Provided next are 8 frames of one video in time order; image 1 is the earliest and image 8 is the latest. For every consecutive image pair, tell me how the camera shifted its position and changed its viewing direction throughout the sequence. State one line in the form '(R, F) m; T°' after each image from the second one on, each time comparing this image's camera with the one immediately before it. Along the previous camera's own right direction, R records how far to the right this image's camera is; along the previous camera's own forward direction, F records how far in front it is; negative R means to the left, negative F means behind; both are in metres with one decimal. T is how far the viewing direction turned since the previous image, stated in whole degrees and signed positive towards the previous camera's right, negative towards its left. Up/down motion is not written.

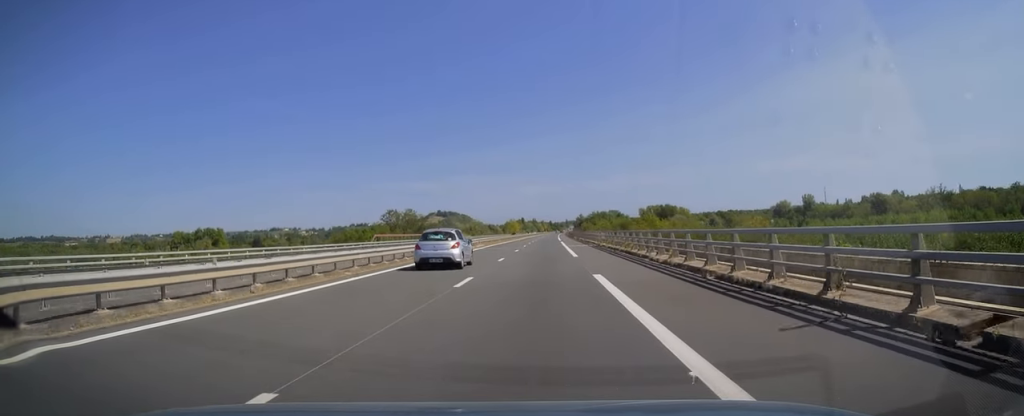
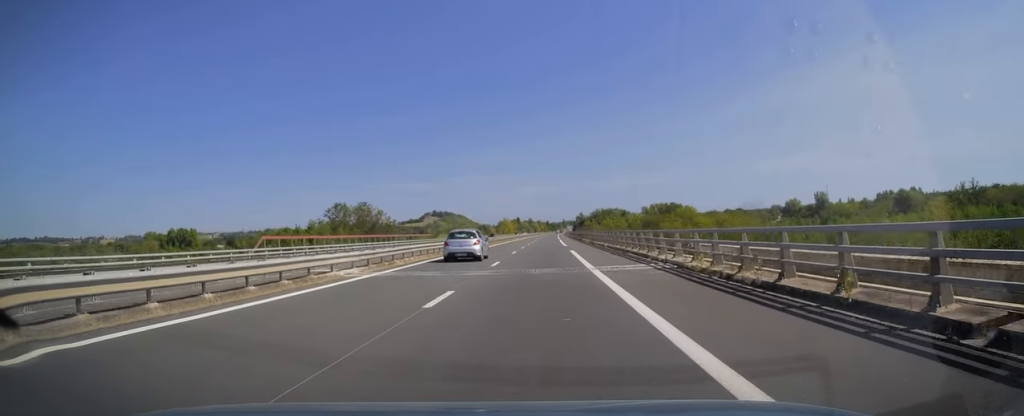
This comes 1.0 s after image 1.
(0.0, +30.5) m; 0°
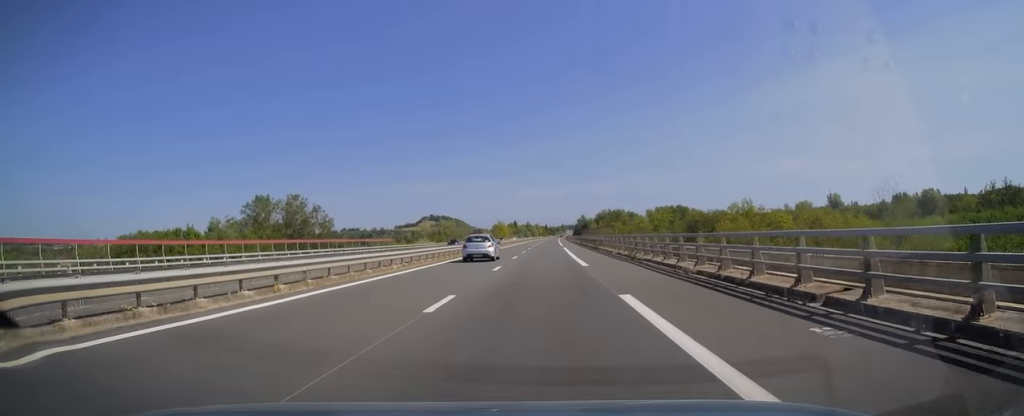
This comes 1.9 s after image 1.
(0.0, +26.6) m; 0°
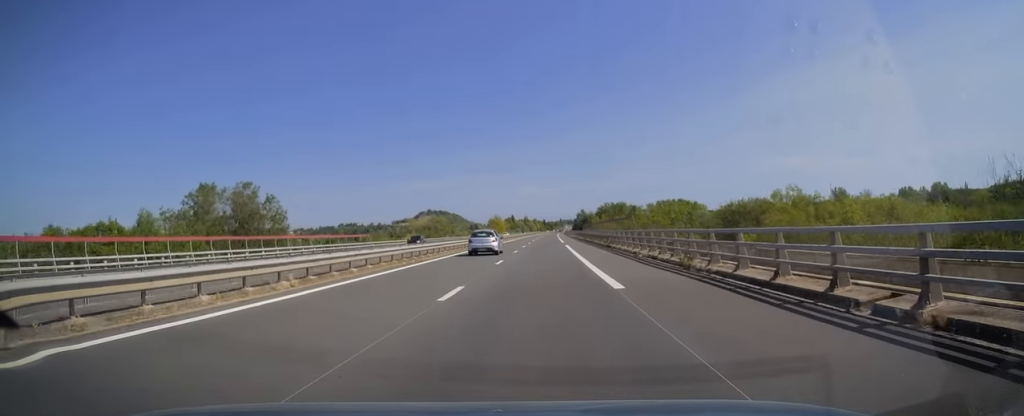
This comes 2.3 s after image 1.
(0.0, +11.8) m; 0°
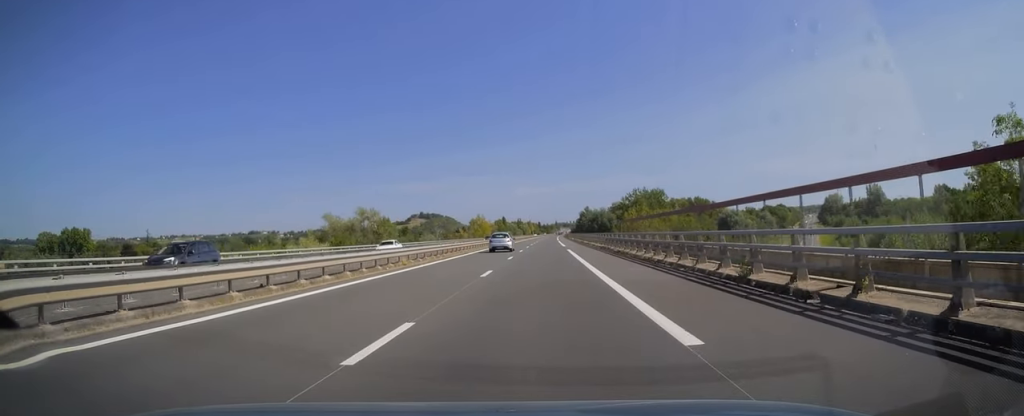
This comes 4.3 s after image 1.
(+0.2, +58.6) m; 0°
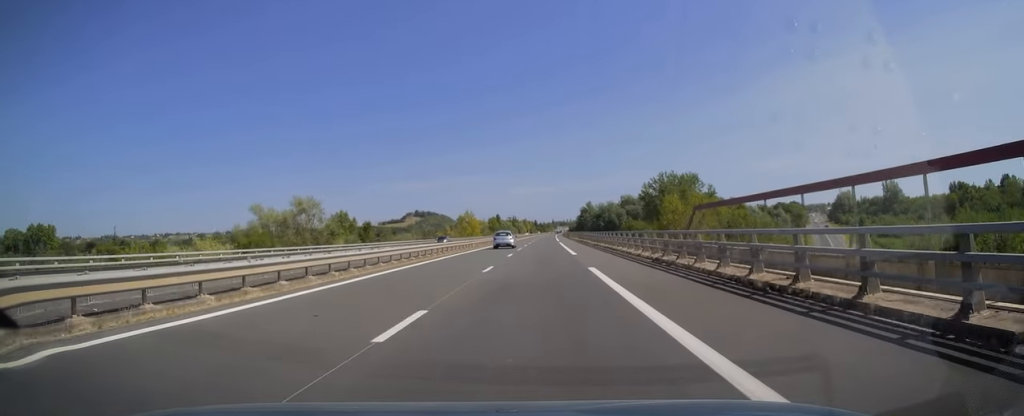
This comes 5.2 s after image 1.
(+0.1, +25.2) m; 0°
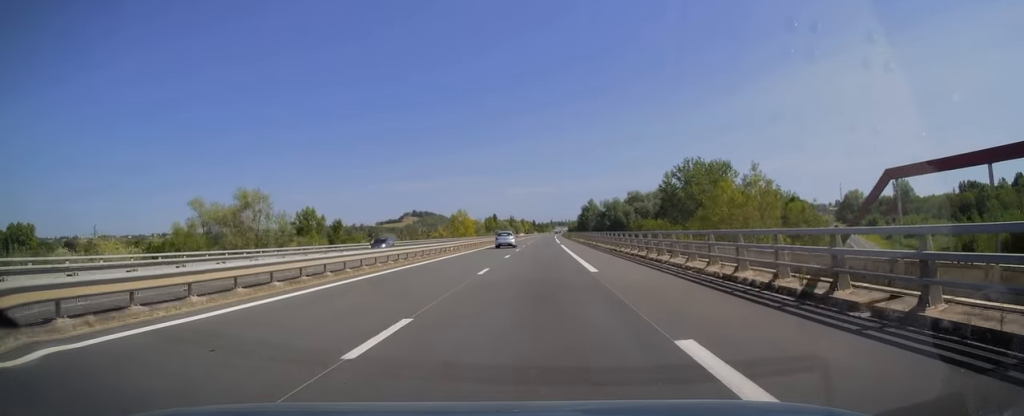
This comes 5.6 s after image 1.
(0.0, +14.3) m; 0°
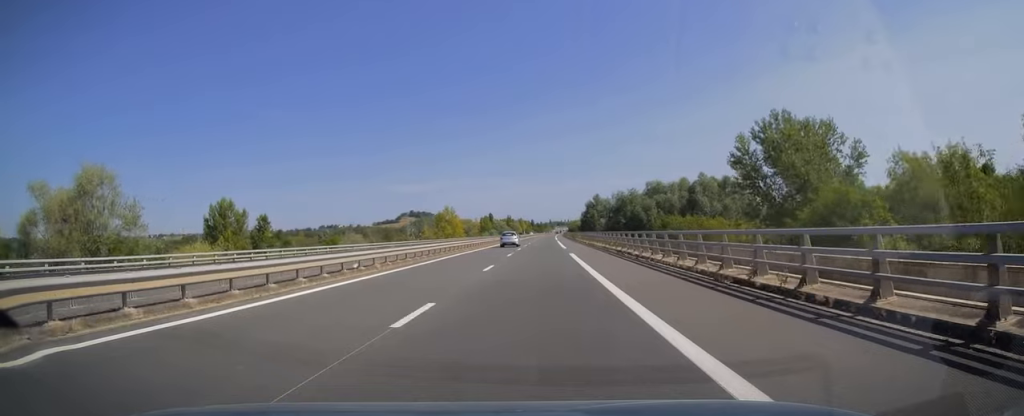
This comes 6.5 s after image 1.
(+0.1, +24.2) m; 0°
